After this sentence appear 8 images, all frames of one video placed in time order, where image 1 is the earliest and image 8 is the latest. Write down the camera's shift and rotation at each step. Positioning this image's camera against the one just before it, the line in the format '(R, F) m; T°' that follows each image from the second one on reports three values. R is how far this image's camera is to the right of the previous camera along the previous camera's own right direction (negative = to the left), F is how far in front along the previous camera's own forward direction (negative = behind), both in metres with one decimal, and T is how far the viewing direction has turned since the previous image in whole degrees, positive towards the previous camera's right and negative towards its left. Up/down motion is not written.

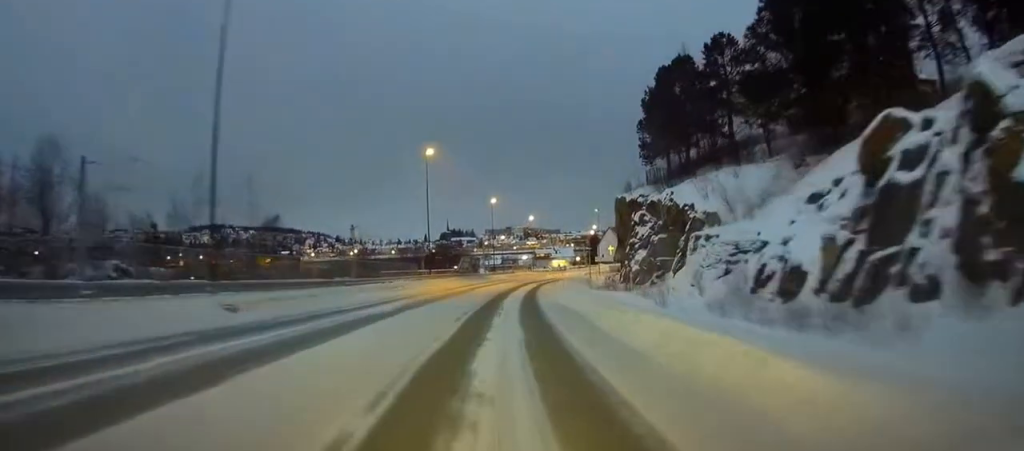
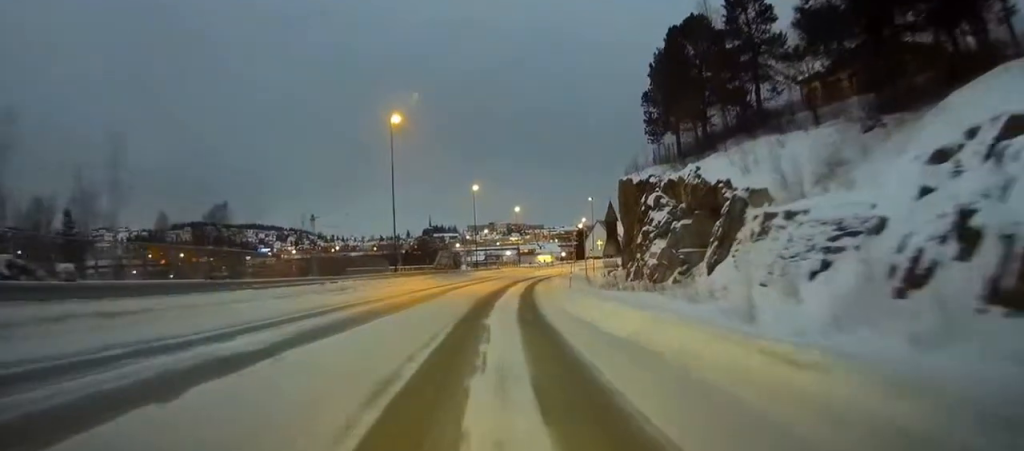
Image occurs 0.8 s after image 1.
(+0.2, +12.1) m; +1°
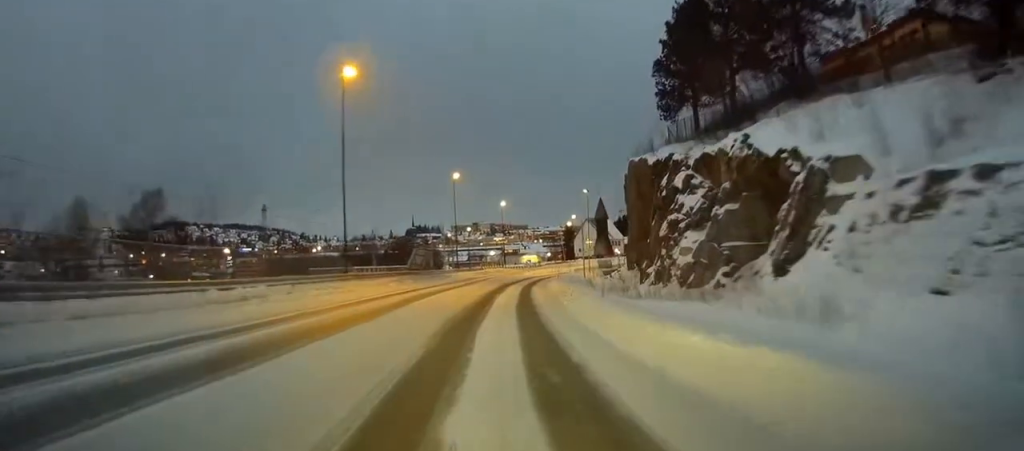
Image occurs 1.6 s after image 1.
(+0.1, +11.9) m; +1°
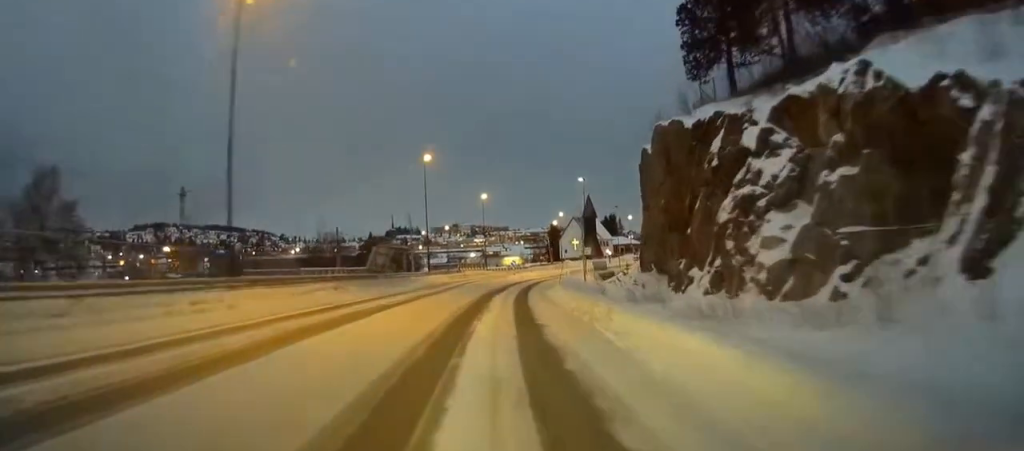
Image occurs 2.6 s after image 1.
(0.0, +14.5) m; +1°
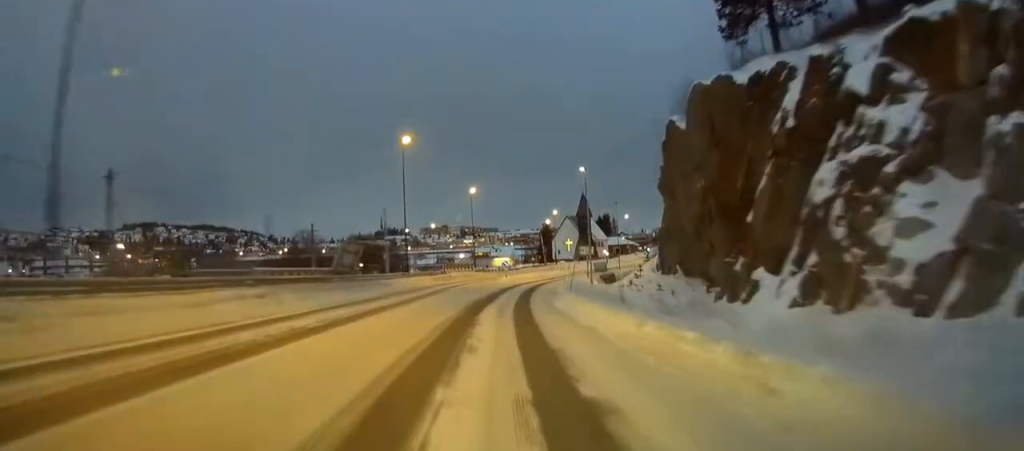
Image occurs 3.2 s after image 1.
(+0.2, +9.9) m; +1°
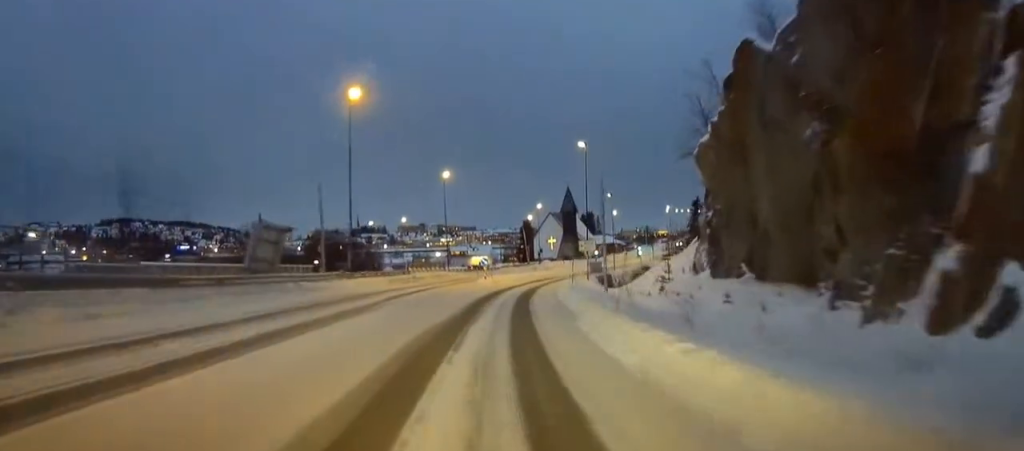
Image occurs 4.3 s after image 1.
(+0.2, +15.2) m; +1°
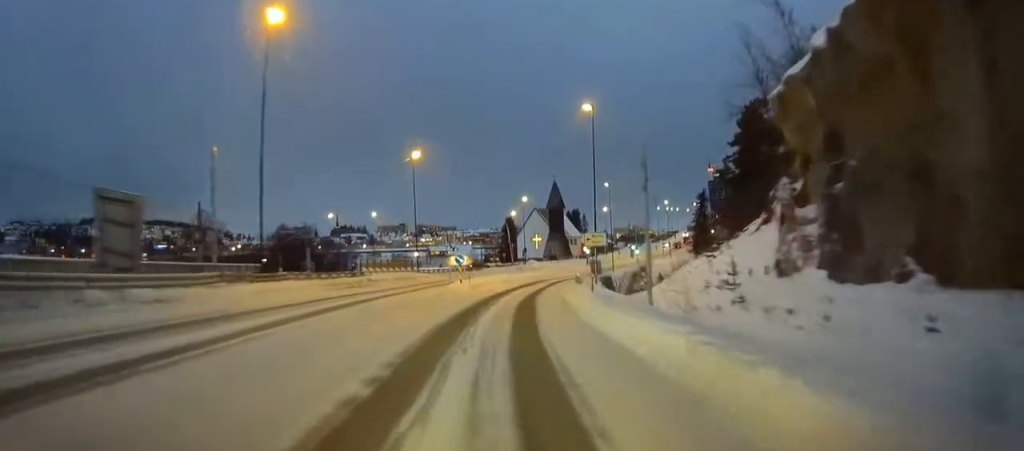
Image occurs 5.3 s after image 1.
(+0.1, +14.3) m; +1°
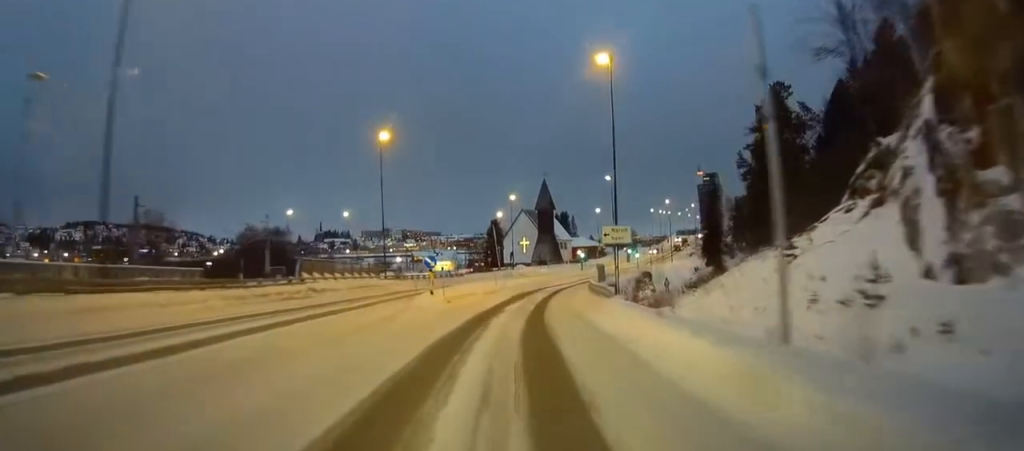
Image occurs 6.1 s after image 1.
(+0.1, +12.1) m; +1°
